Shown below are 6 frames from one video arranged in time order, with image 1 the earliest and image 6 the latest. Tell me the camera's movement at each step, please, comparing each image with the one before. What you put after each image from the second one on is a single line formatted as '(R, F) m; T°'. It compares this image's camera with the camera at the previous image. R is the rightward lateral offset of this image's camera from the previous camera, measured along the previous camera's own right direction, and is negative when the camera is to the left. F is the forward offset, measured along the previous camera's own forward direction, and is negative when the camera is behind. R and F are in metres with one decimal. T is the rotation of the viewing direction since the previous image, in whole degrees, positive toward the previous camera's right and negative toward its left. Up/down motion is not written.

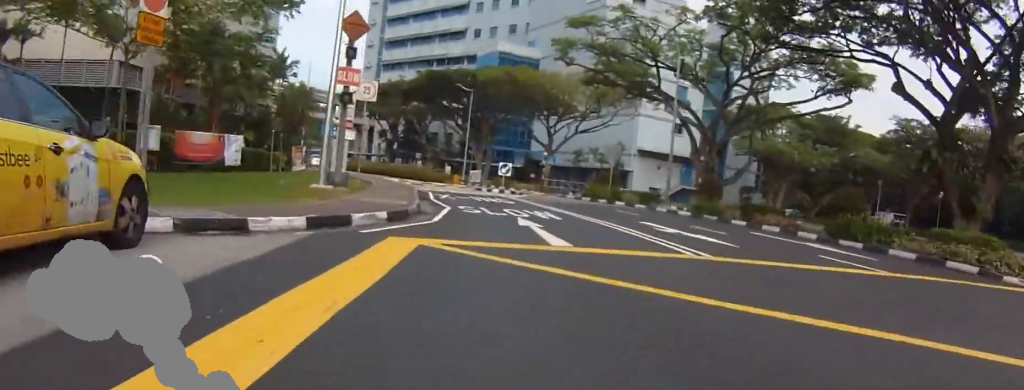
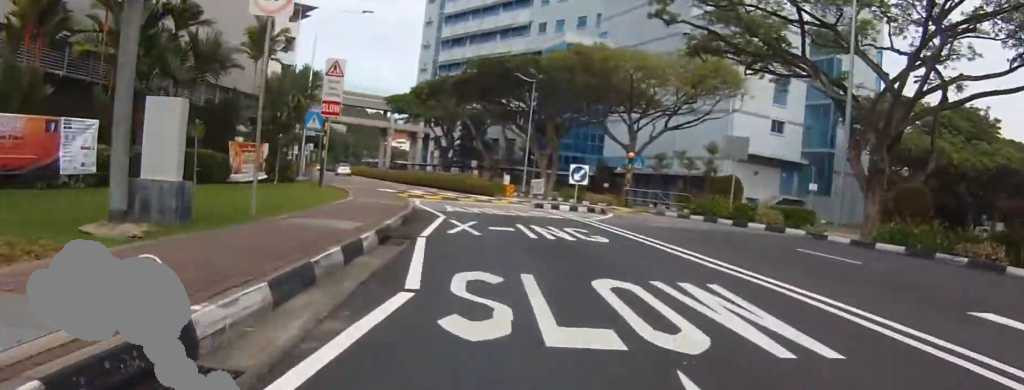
(-1.9, +11.4) m; -13°
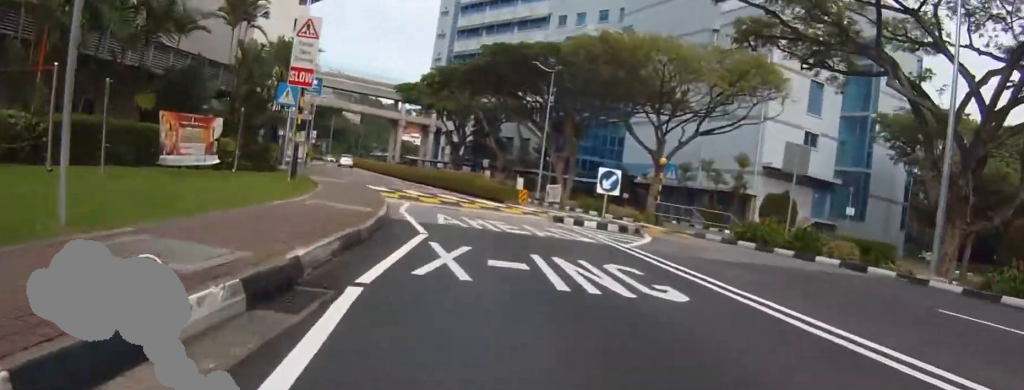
(+0.5, +4.0) m; -4°
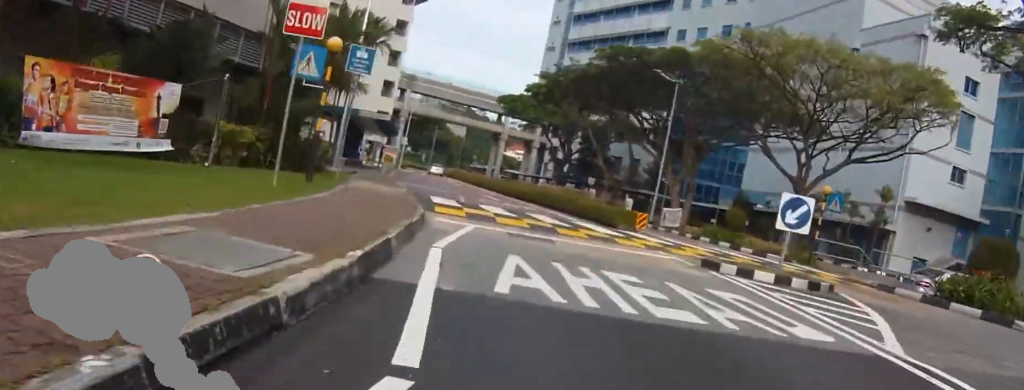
(-1.1, +6.2) m; -2°
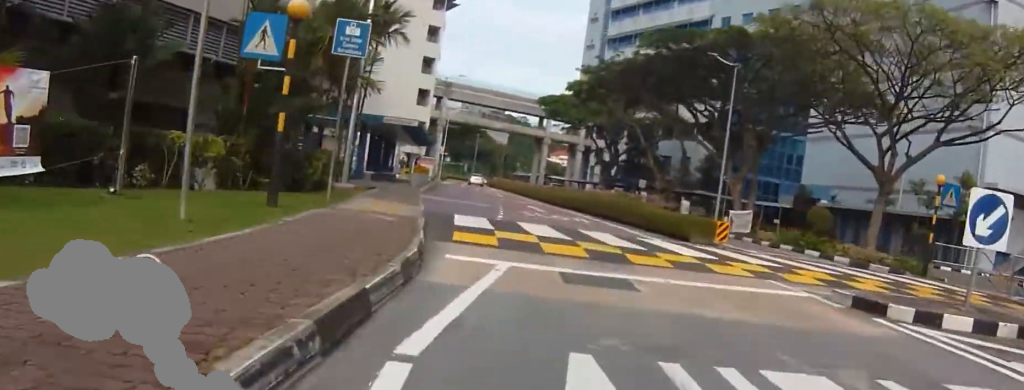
(-0.3, +3.7) m; +1°
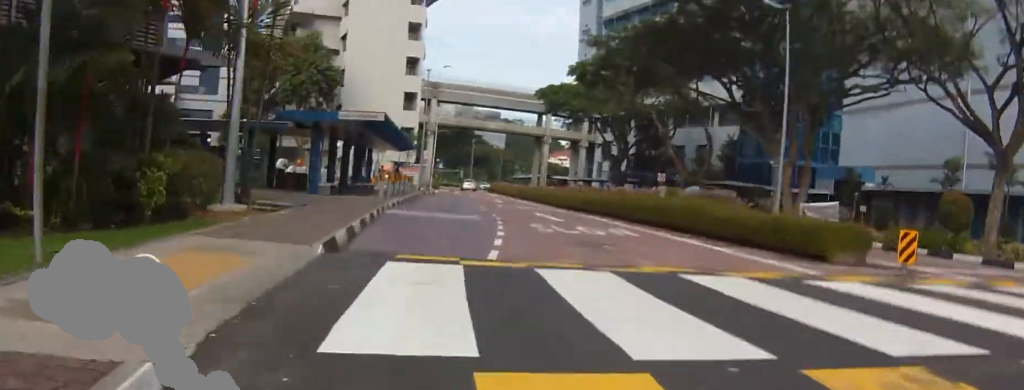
(+1.0, +7.3) m; +10°
